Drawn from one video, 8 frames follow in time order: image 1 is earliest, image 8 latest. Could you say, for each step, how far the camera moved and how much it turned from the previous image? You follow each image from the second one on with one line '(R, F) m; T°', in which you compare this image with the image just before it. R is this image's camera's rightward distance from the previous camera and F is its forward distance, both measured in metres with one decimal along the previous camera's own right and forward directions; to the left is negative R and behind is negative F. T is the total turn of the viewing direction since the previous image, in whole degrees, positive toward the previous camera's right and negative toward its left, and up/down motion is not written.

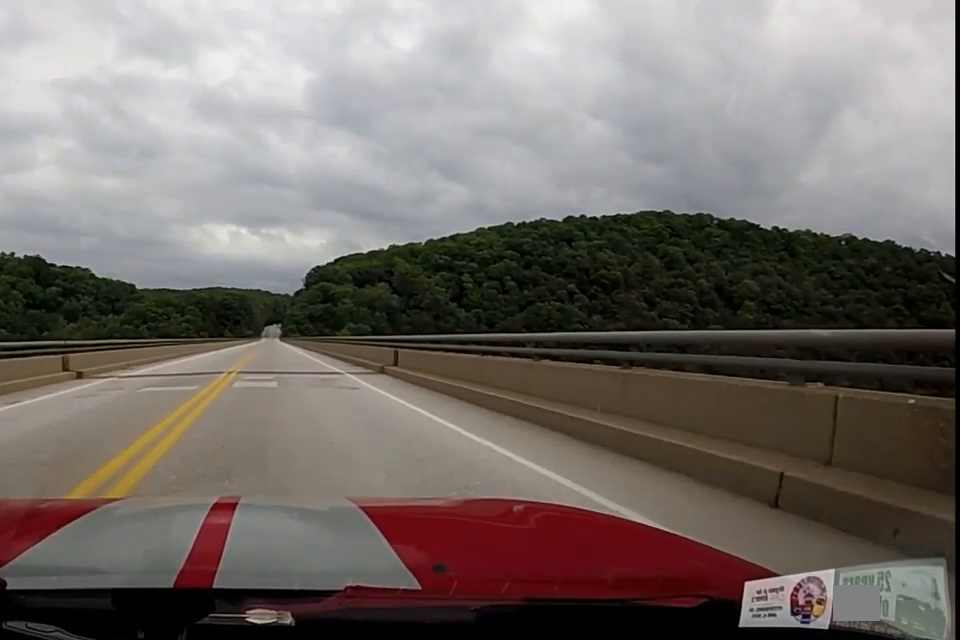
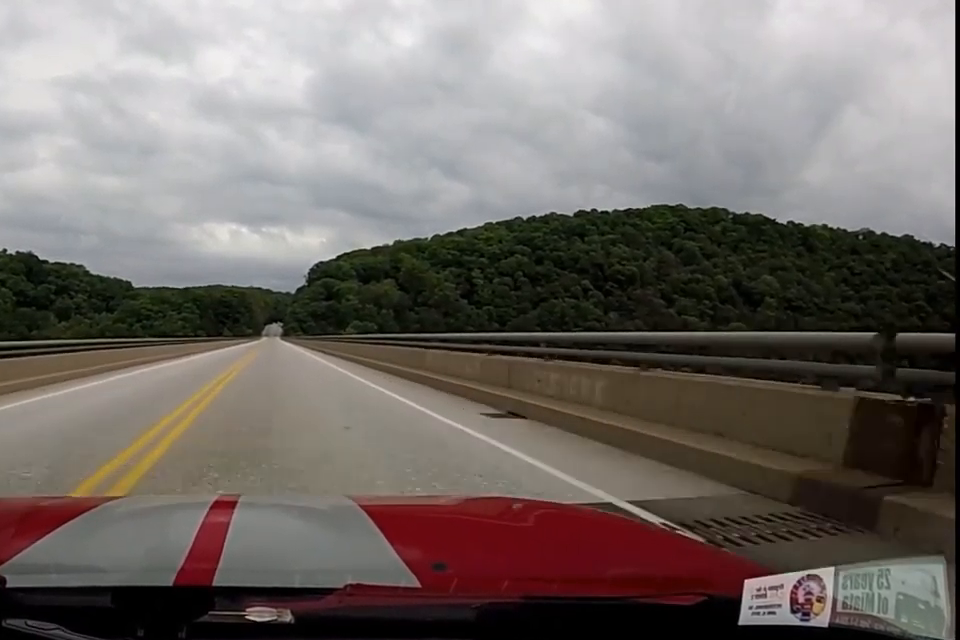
(0.0, +16.2) m; 0°
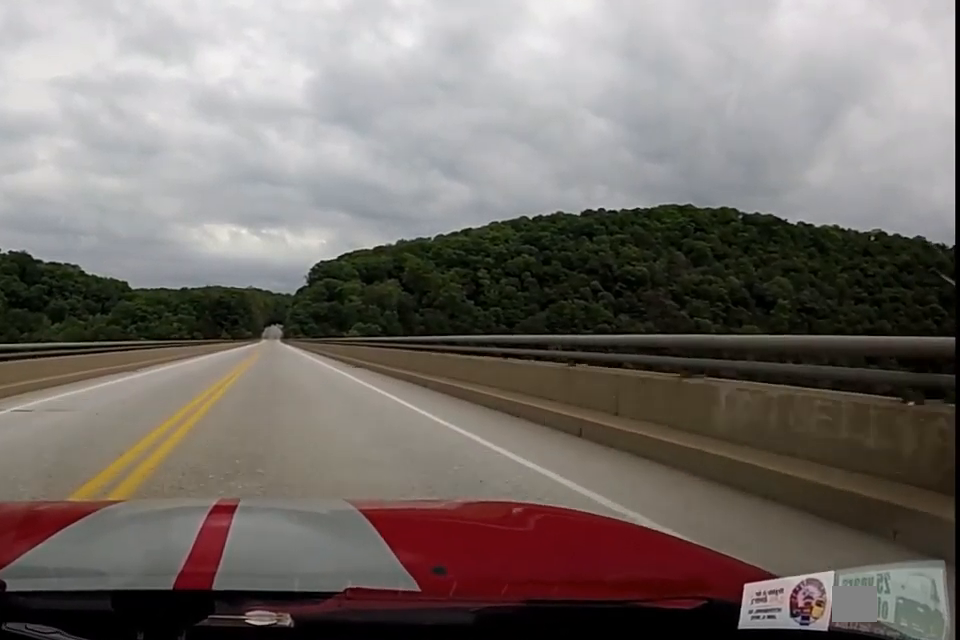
(0.0, +10.8) m; 0°
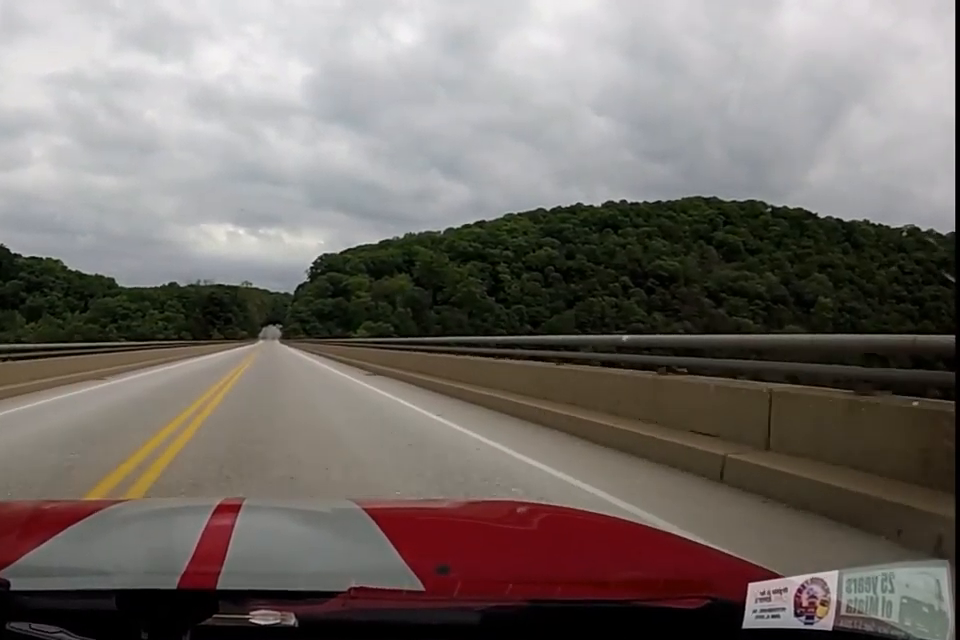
(0.0, +32.5) m; 0°
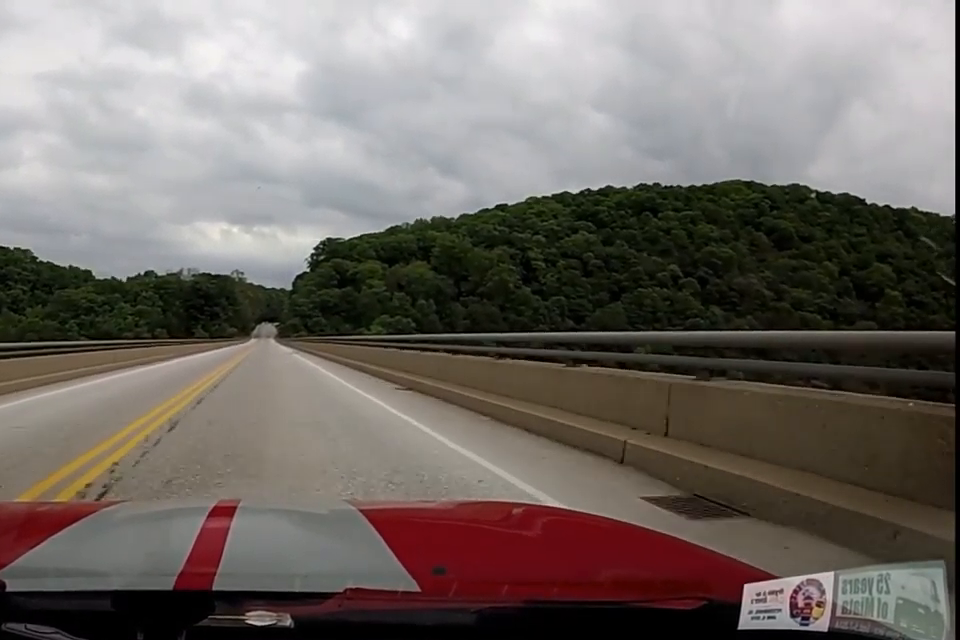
(0.0, +44.5) m; 0°
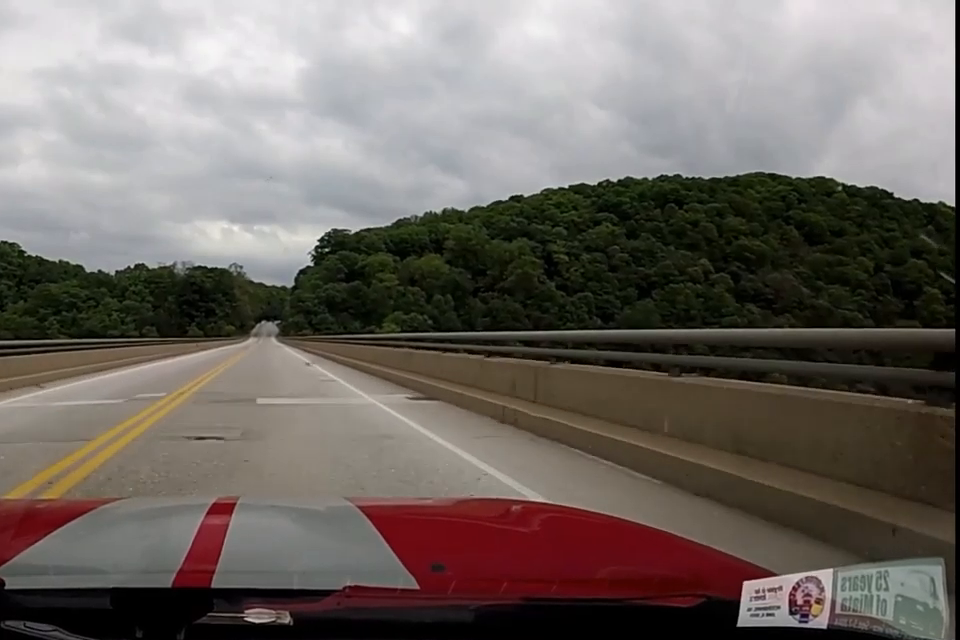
(0.0, +19.9) m; -1°
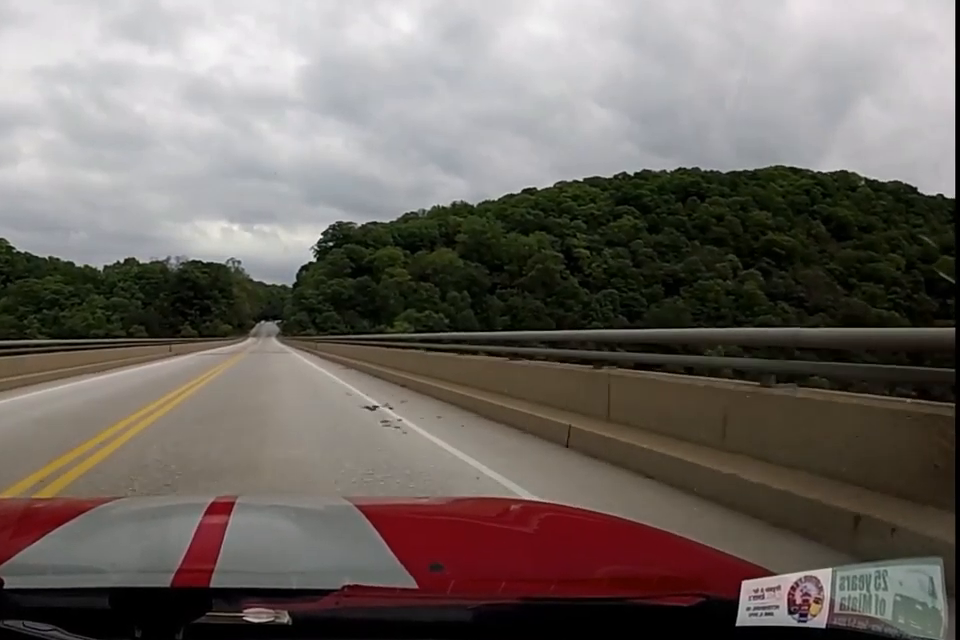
(-0.2, +16.3) m; -1°
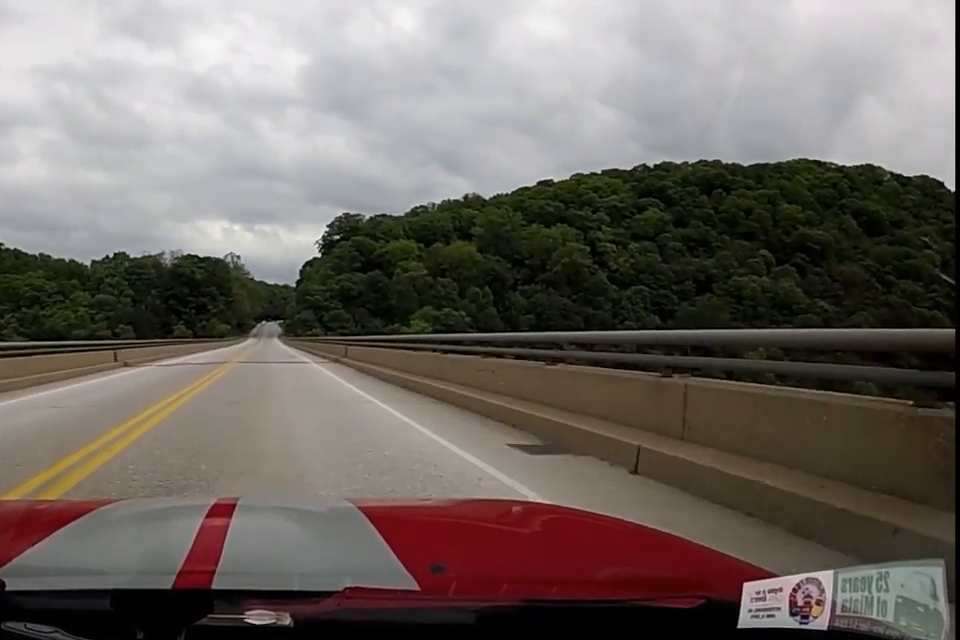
(-0.6, +16.2) m; 0°
